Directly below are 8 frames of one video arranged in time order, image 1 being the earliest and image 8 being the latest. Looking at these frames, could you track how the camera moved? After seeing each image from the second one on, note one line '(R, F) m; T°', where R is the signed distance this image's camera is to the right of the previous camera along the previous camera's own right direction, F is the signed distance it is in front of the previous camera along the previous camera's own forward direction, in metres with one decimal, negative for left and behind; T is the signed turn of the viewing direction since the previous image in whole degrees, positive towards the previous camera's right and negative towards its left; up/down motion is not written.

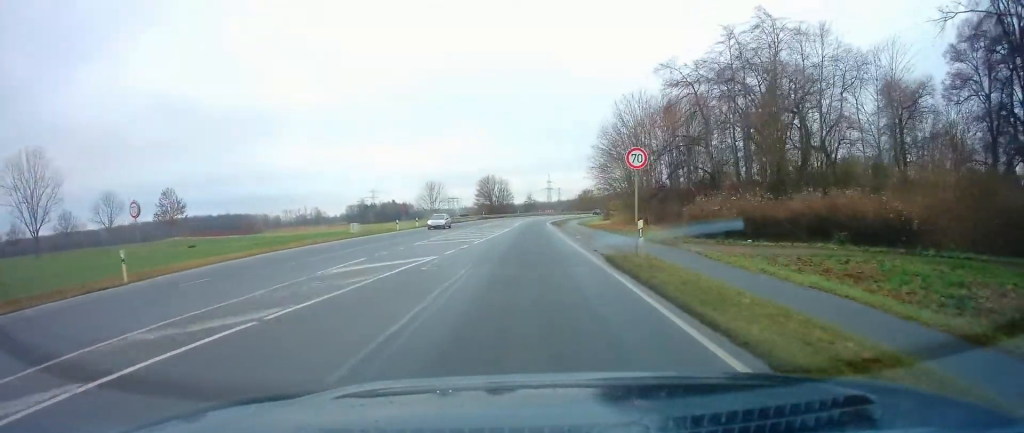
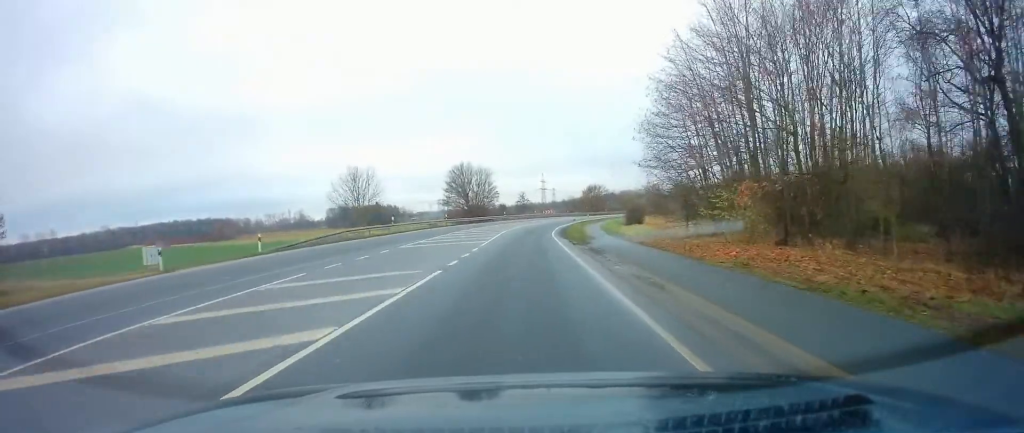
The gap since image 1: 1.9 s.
(+0.2, +35.9) m; +1°
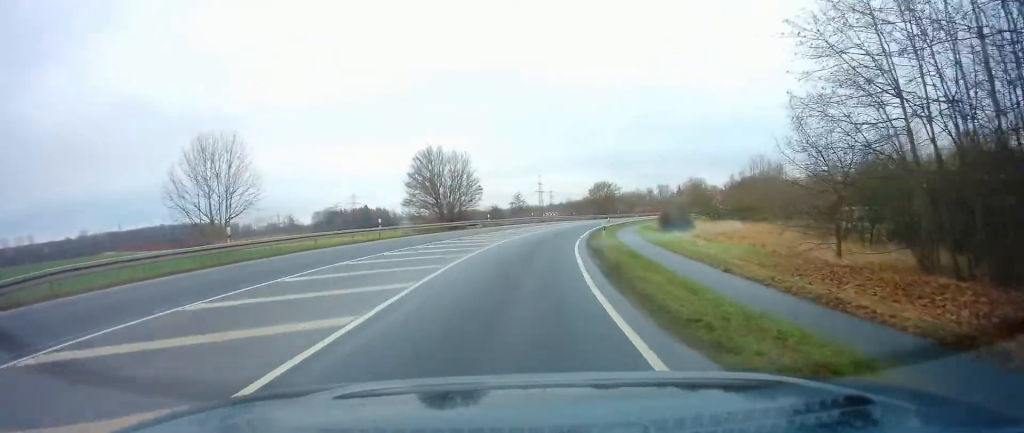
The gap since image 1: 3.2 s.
(0.0, +25.4) m; +1°
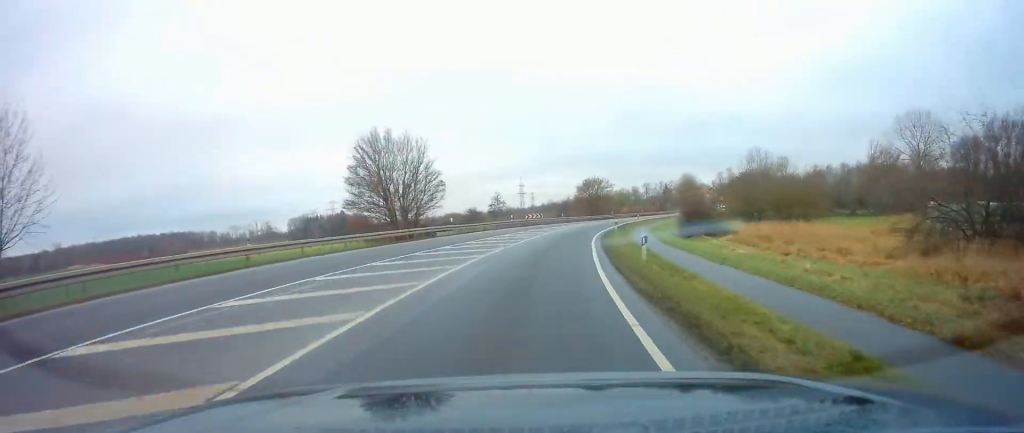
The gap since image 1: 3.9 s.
(+0.1, +15.2) m; +2°
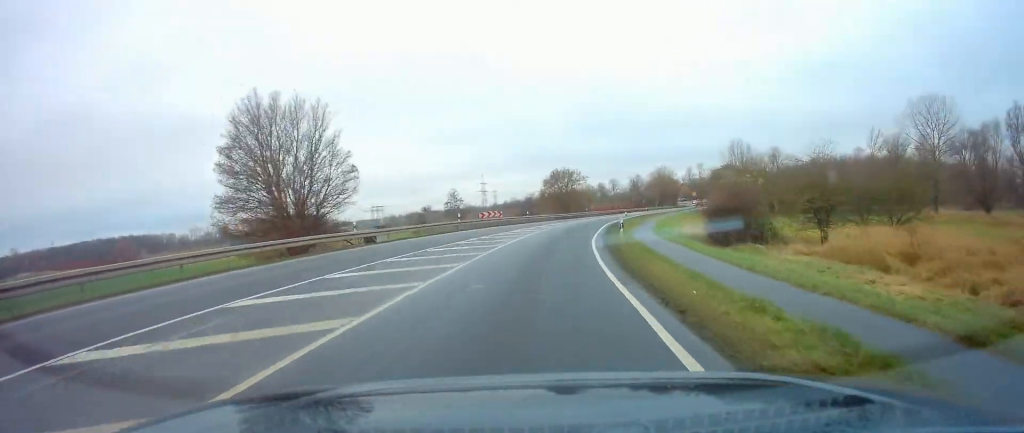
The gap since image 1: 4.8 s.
(+0.4, +16.1) m; +3°
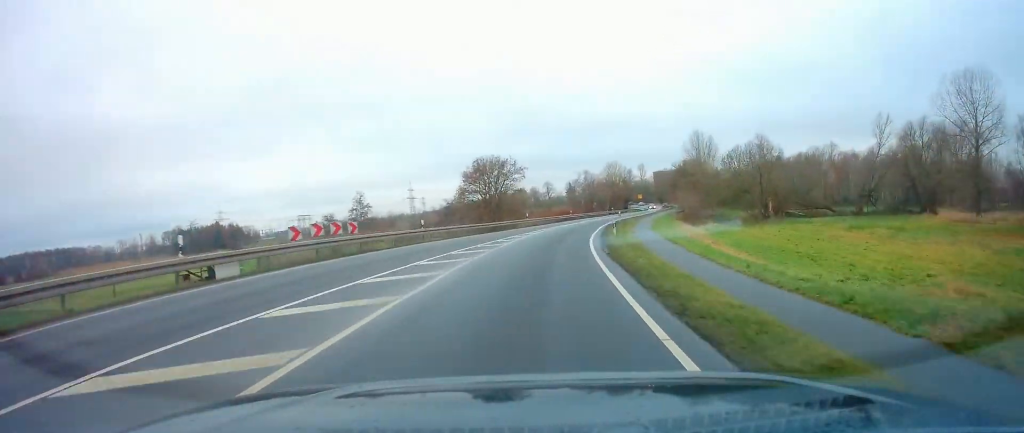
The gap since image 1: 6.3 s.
(+1.6, +28.1) m; +7°
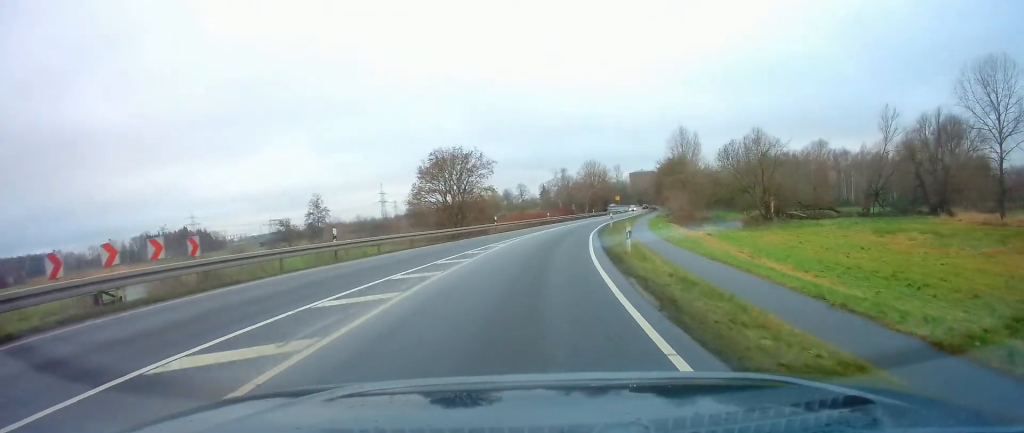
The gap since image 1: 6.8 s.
(+0.3, +10.7) m; +3°
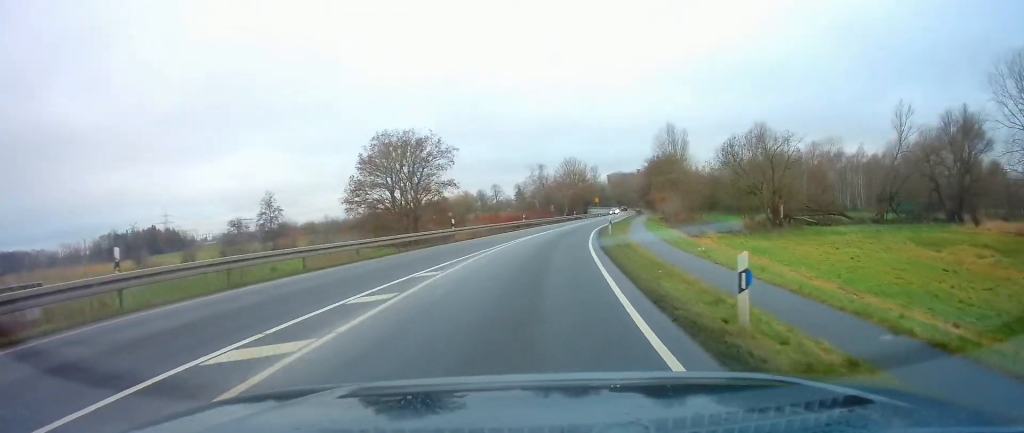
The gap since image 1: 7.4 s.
(+0.1, +11.3) m; +2°
